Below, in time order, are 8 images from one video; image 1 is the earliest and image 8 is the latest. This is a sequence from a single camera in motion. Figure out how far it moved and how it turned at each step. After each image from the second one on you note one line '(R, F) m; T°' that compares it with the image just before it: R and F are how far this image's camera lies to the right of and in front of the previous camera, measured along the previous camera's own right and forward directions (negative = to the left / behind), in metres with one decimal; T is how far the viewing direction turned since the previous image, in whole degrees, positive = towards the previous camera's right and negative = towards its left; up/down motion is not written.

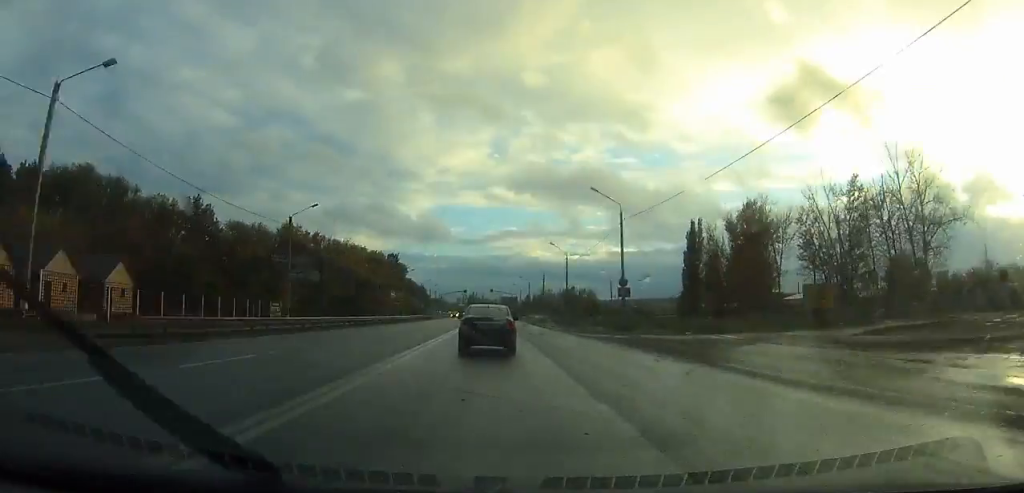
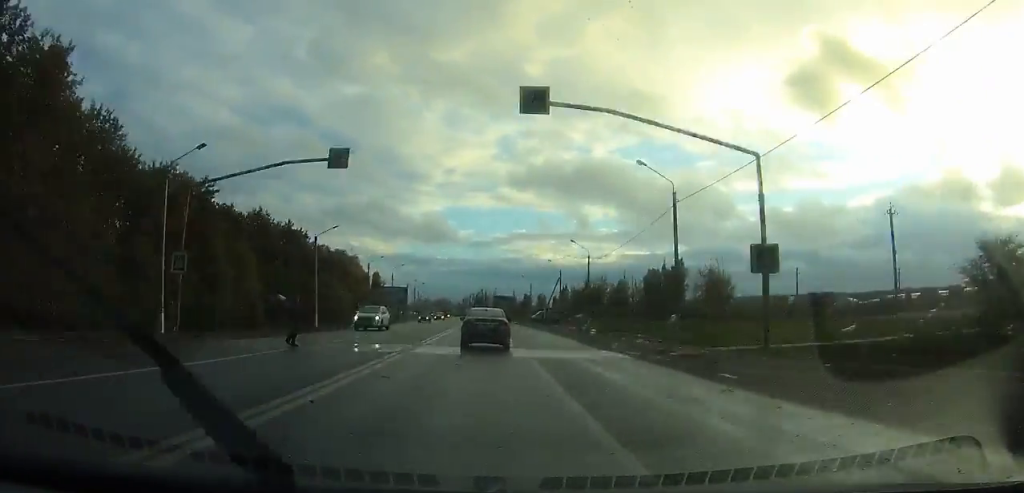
(+5.2, +154.5) m; +1°
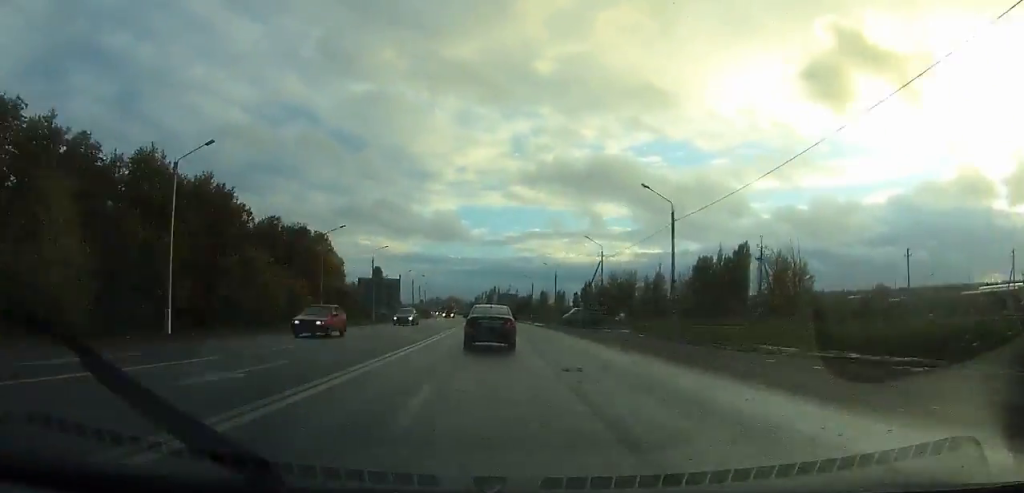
(-0.2, +29.4) m; -1°
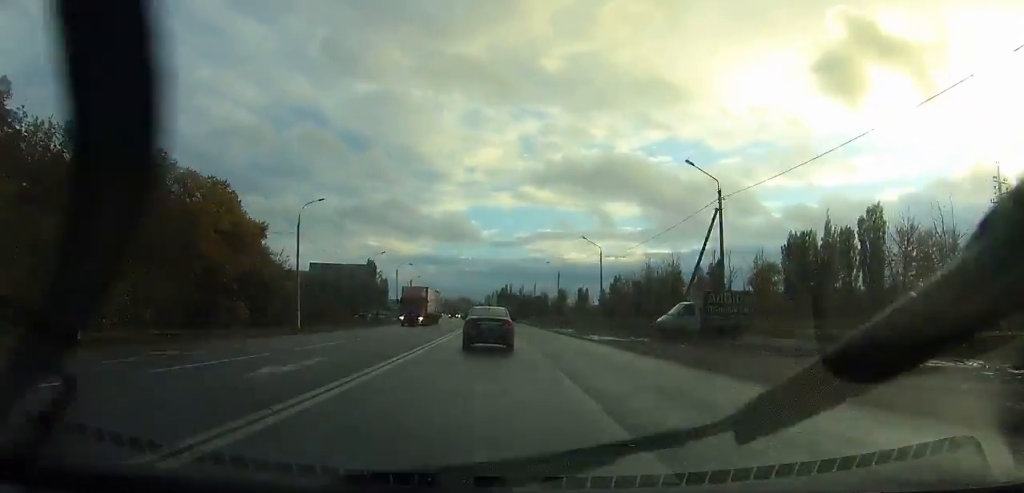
(0.0, +37.8) m; -1°
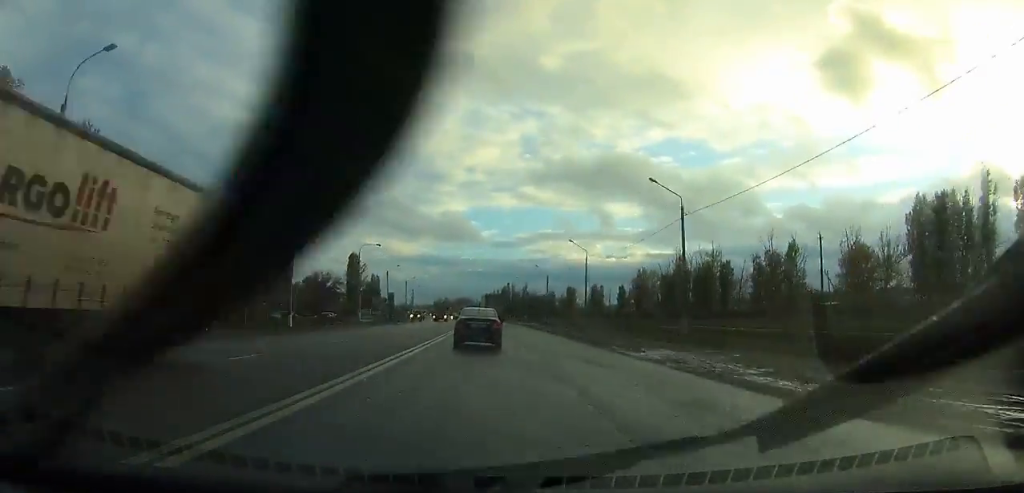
(-0.4, +31.3) m; -1°
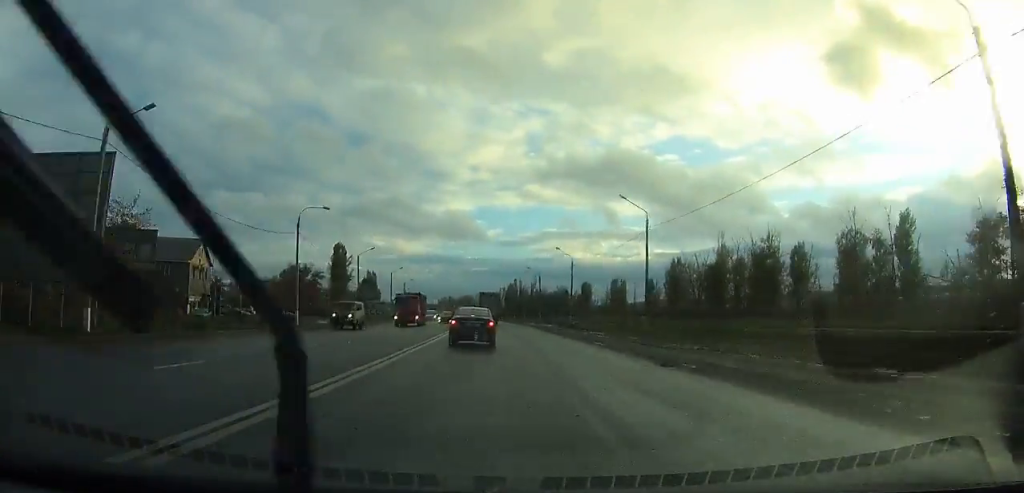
(-0.1, +27.0) m; 0°
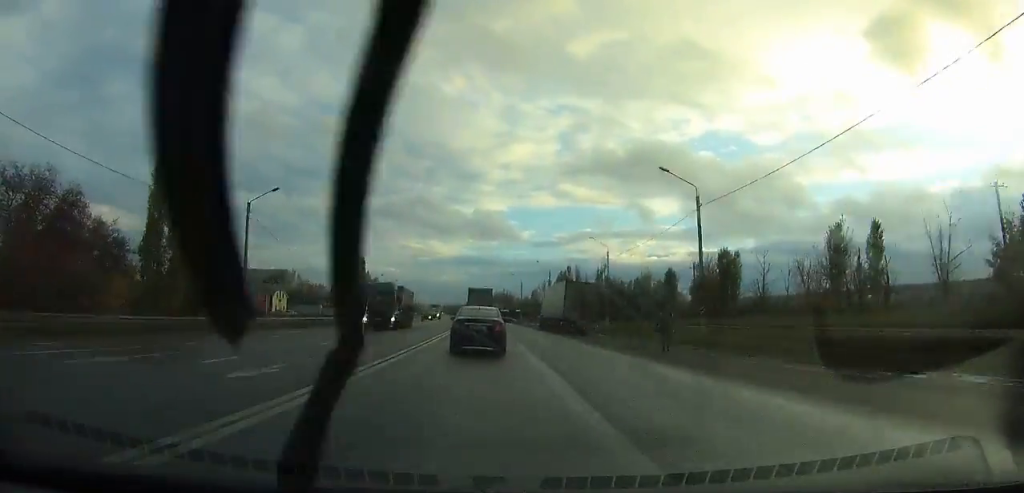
(-2.7, +109.3) m; -3°
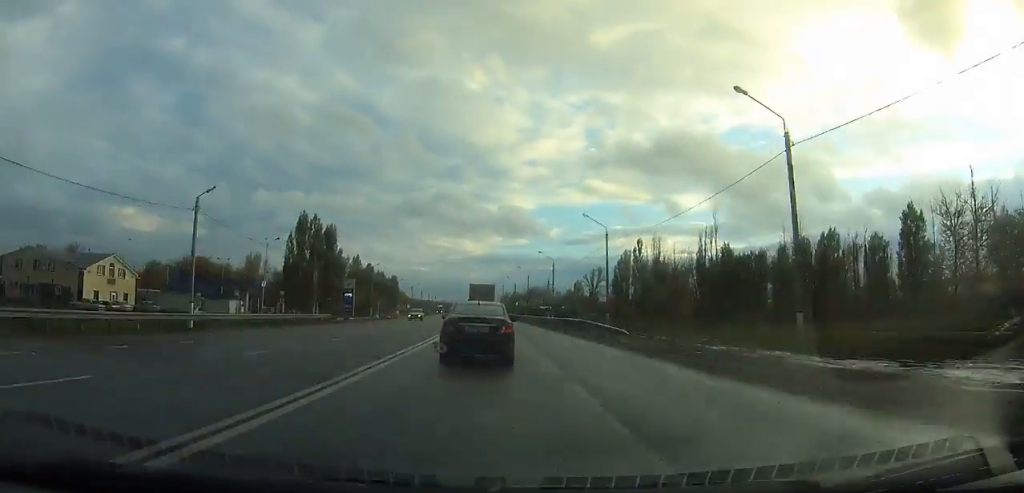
(-2.1, +74.7) m; -4°
